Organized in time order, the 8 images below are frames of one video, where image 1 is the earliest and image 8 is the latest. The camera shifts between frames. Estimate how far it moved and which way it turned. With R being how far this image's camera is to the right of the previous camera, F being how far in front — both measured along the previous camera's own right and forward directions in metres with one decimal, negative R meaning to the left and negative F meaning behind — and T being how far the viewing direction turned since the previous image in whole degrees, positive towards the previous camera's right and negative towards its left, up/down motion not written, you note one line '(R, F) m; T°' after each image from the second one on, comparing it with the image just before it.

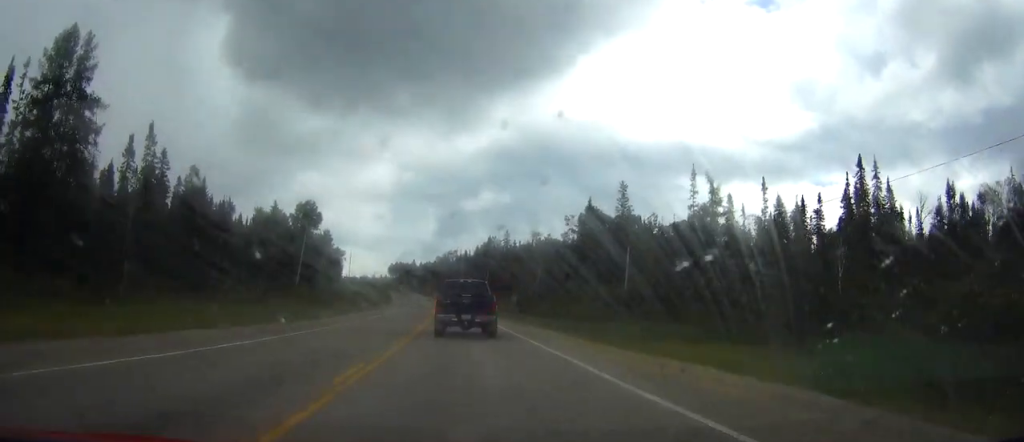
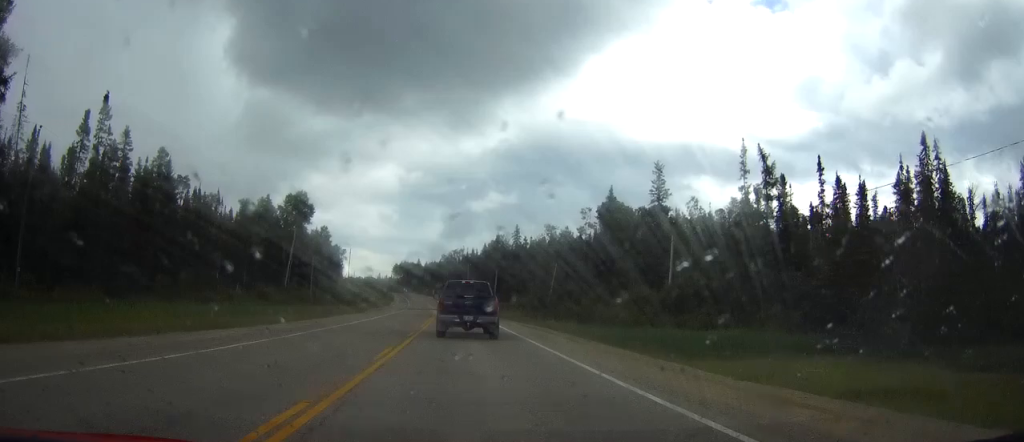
(-0.1, +14.0) m; -1°
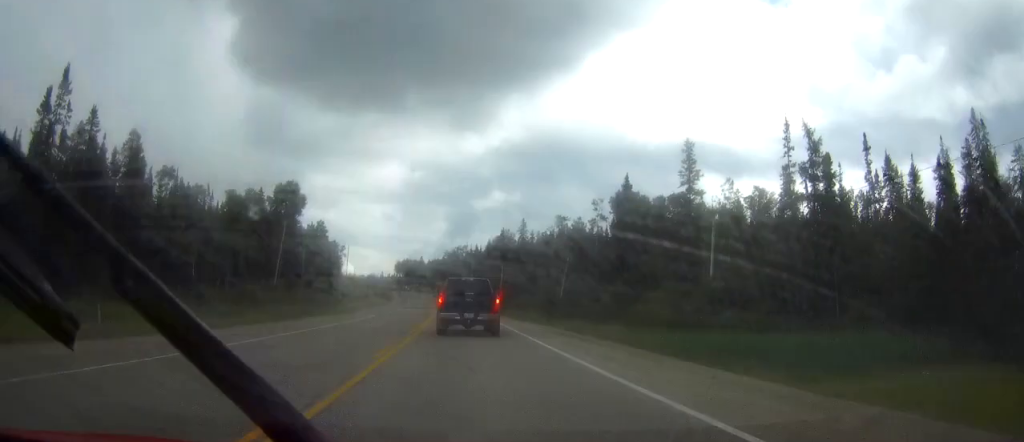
(0.0, +9.5) m; -1°
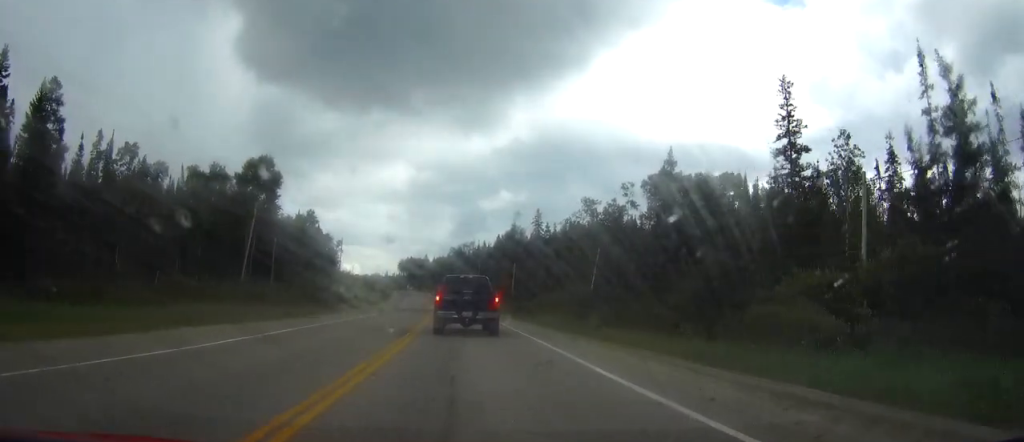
(-0.3, +20.6) m; -1°
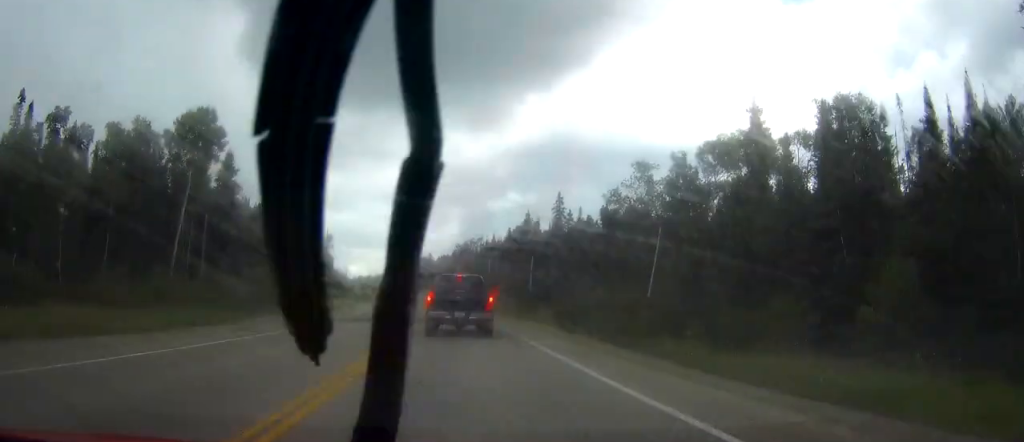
(+0.2, +26.7) m; 0°
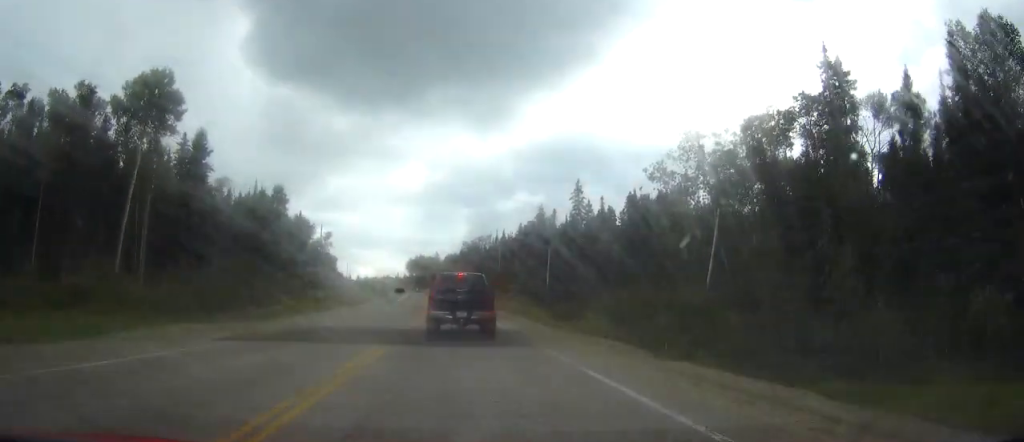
(-0.2, +14.1) m; -1°
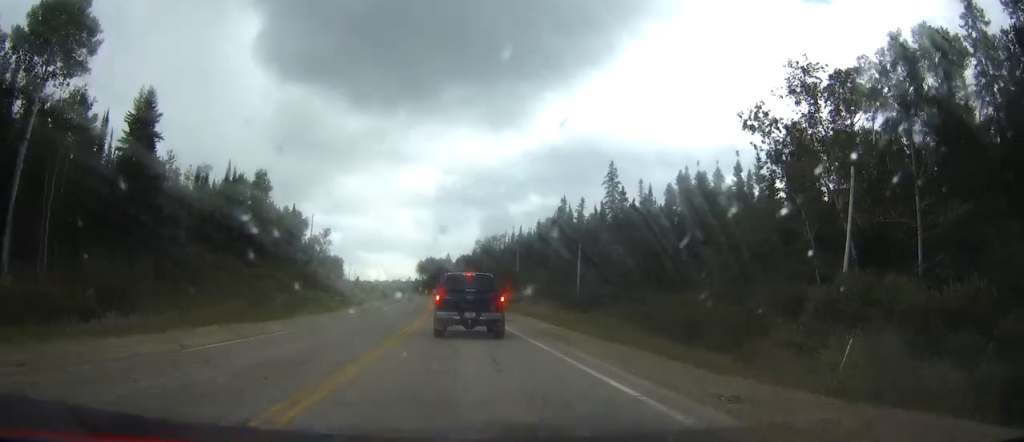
(0.0, +19.1) m; 0°
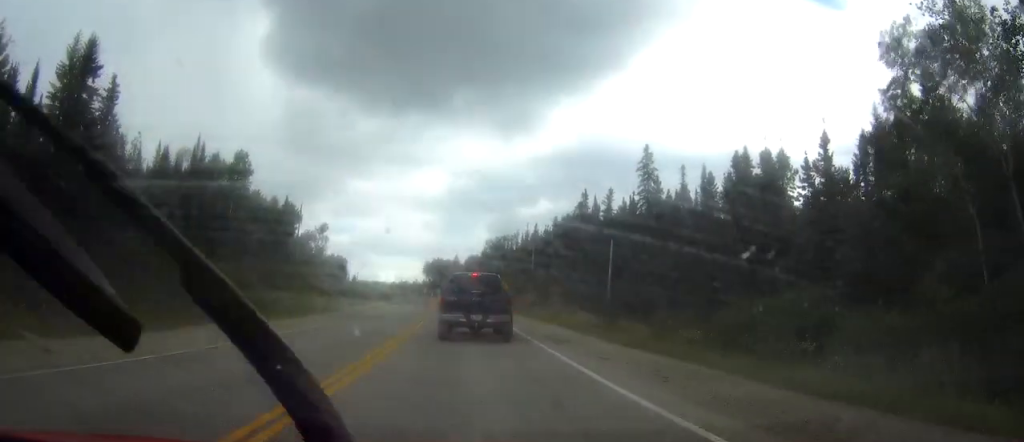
(0.0, +15.4) m; 0°
